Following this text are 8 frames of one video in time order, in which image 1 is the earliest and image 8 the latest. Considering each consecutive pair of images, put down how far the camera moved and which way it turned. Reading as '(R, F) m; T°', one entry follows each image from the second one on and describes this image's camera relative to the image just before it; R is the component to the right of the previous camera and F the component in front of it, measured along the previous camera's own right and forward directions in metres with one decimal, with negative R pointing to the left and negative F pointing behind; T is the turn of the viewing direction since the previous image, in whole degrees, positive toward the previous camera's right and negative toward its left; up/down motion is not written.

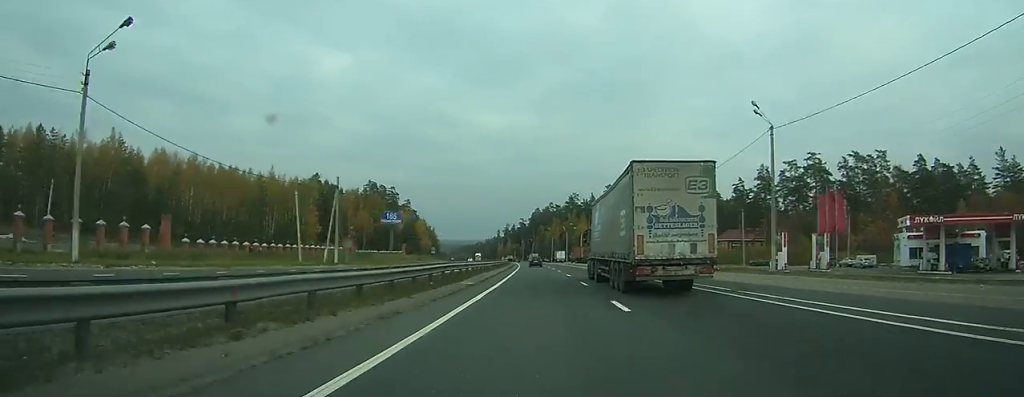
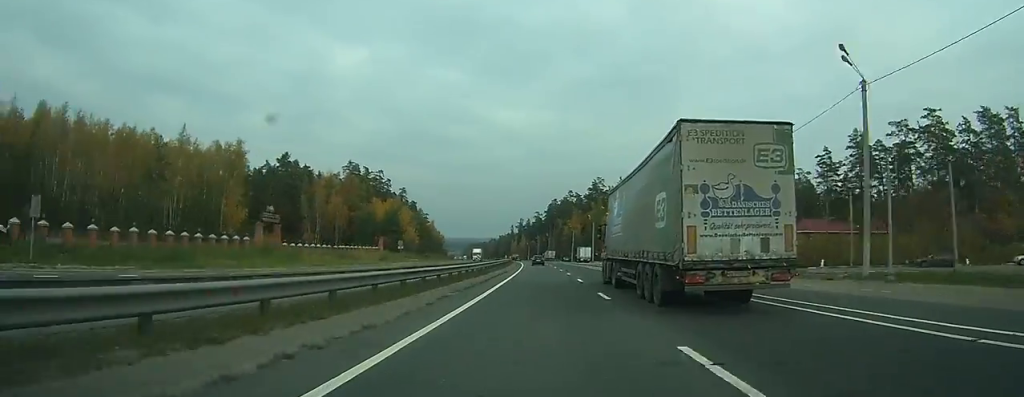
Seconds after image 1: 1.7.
(-1.0, +46.4) m; -2°
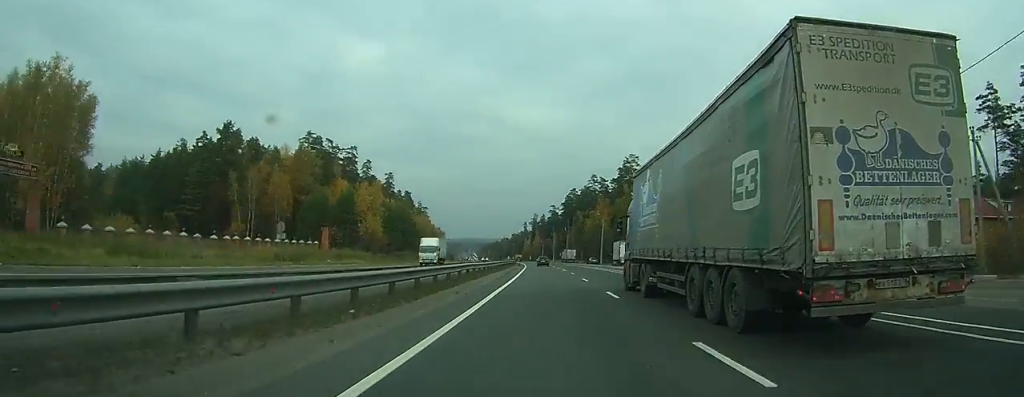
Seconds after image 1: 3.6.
(-0.9, +47.2) m; -2°
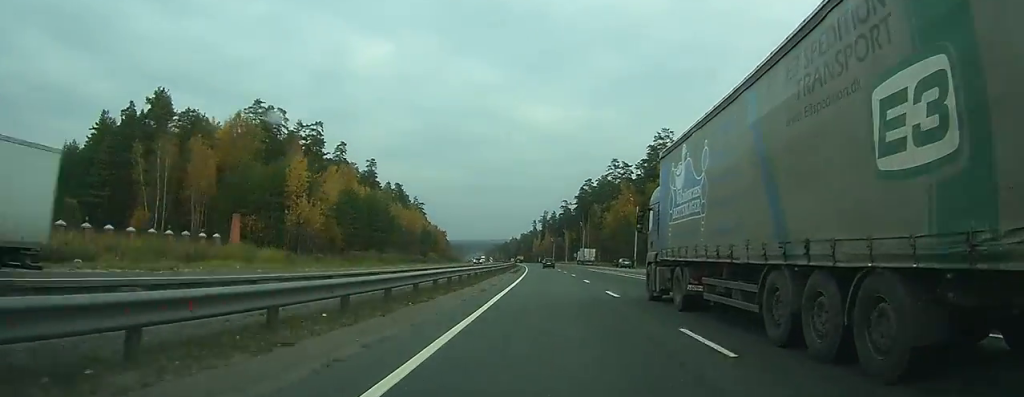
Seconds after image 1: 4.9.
(-0.3, +32.8) m; -1°
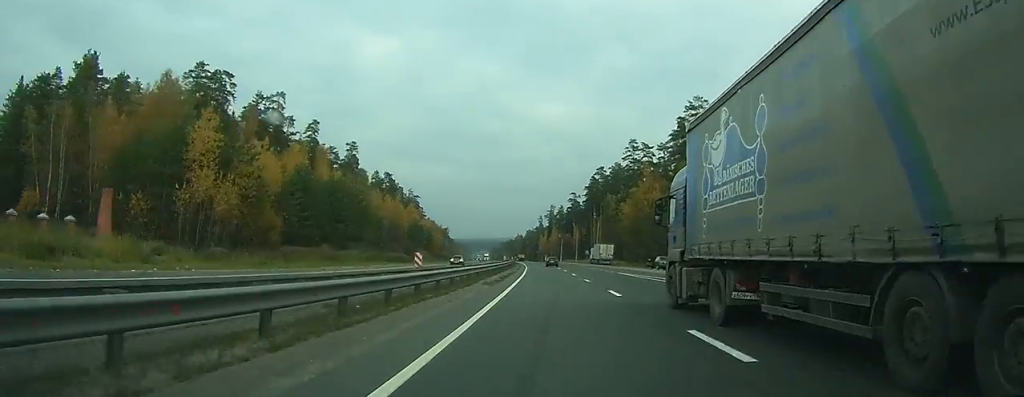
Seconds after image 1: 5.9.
(-0.2, +23.2) m; -1°
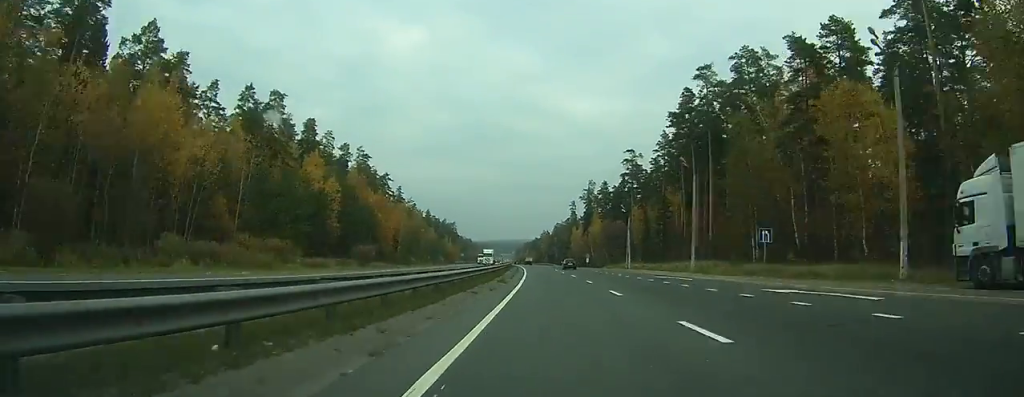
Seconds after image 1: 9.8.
(-1.5, +104.3) m; -2°
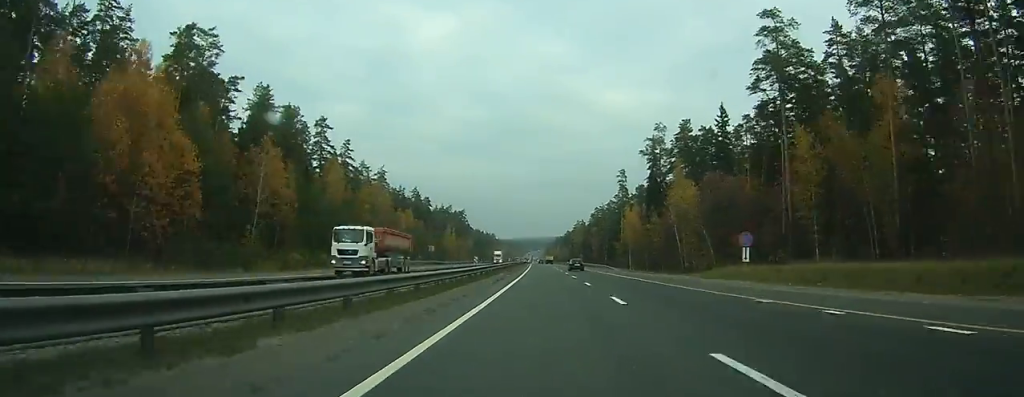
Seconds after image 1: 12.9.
(-2.0, +90.9) m; -3°
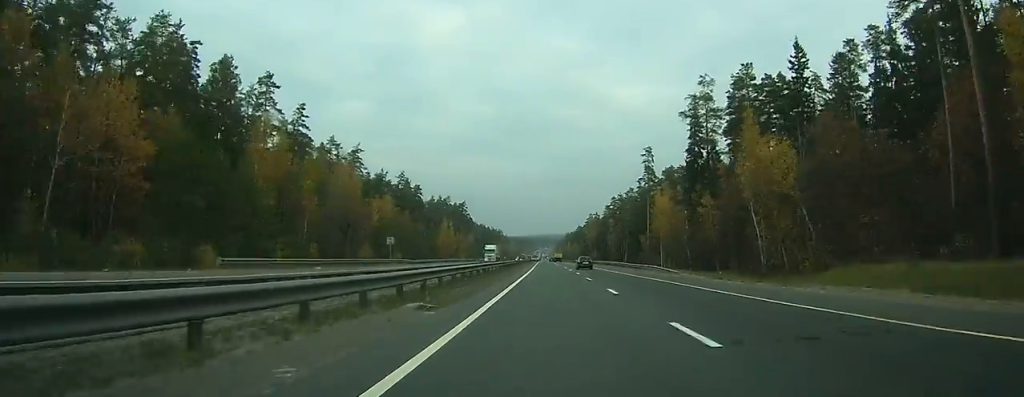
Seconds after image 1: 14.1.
(-0.5, +33.8) m; -1°
